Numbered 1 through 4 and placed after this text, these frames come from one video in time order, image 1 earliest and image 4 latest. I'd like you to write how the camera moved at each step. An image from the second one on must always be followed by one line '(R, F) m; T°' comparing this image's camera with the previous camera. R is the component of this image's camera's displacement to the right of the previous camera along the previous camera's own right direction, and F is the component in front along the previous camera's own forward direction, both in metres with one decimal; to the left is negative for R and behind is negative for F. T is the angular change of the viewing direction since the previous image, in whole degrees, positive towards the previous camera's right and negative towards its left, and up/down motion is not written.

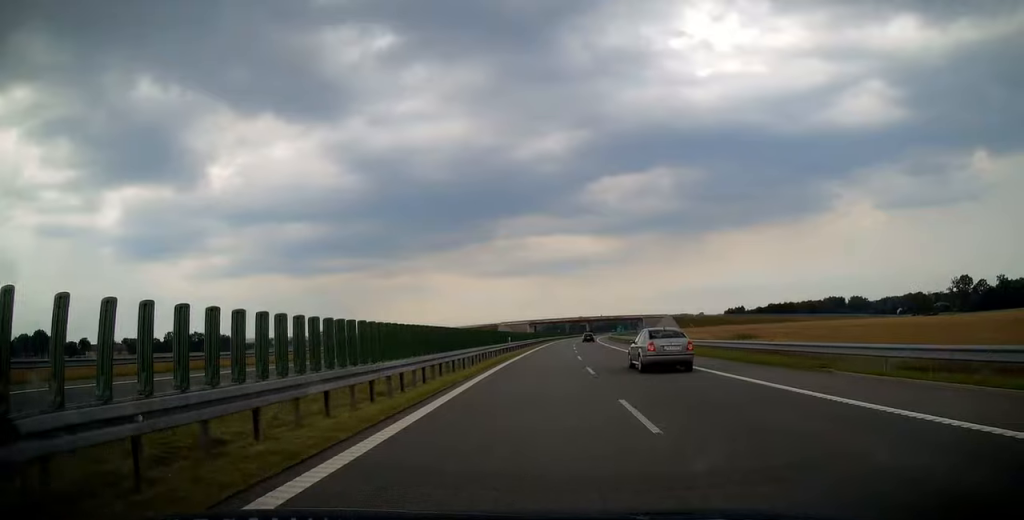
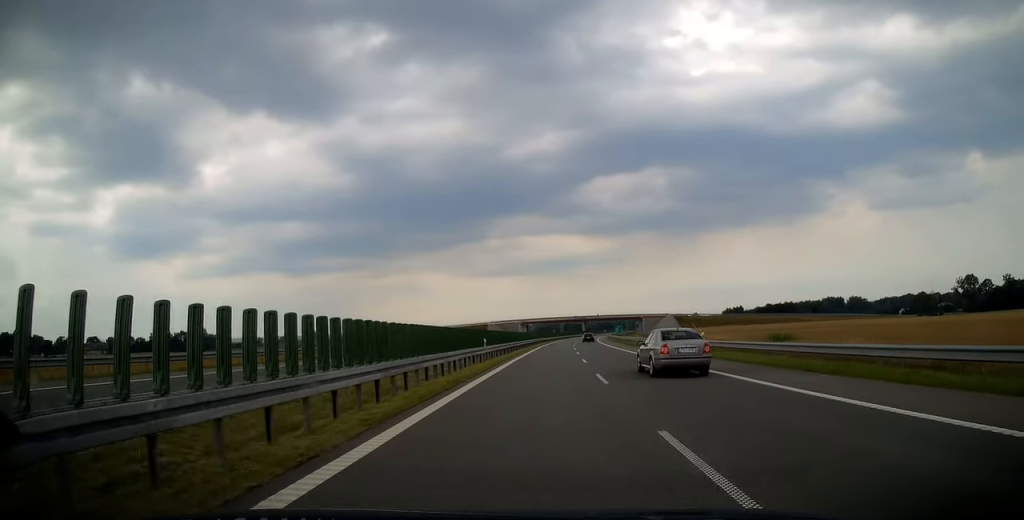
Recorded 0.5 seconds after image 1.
(+0.1, +15.8) m; +1°
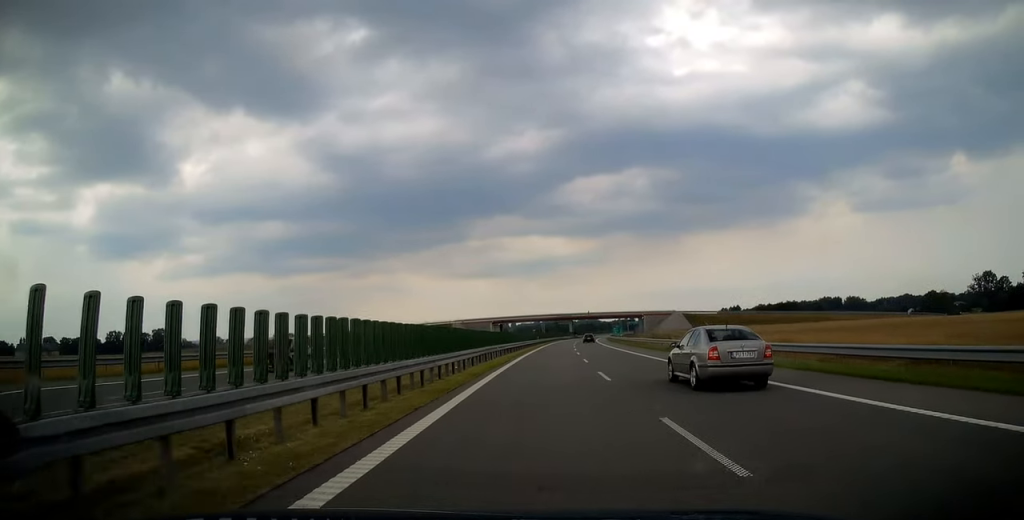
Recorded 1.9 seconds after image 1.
(+0.9, +46.8) m; +2°
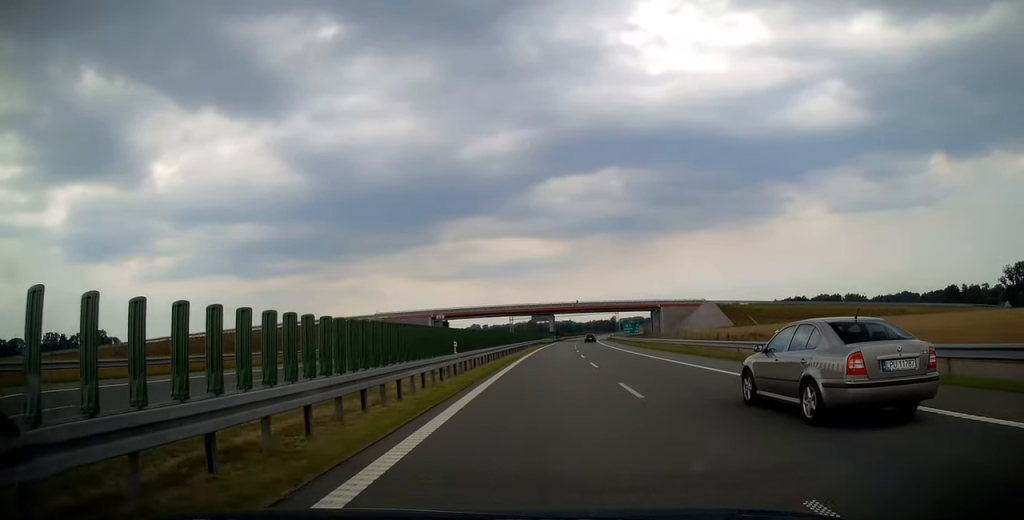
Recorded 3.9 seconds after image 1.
(+1.5, +64.7) m; +2°
